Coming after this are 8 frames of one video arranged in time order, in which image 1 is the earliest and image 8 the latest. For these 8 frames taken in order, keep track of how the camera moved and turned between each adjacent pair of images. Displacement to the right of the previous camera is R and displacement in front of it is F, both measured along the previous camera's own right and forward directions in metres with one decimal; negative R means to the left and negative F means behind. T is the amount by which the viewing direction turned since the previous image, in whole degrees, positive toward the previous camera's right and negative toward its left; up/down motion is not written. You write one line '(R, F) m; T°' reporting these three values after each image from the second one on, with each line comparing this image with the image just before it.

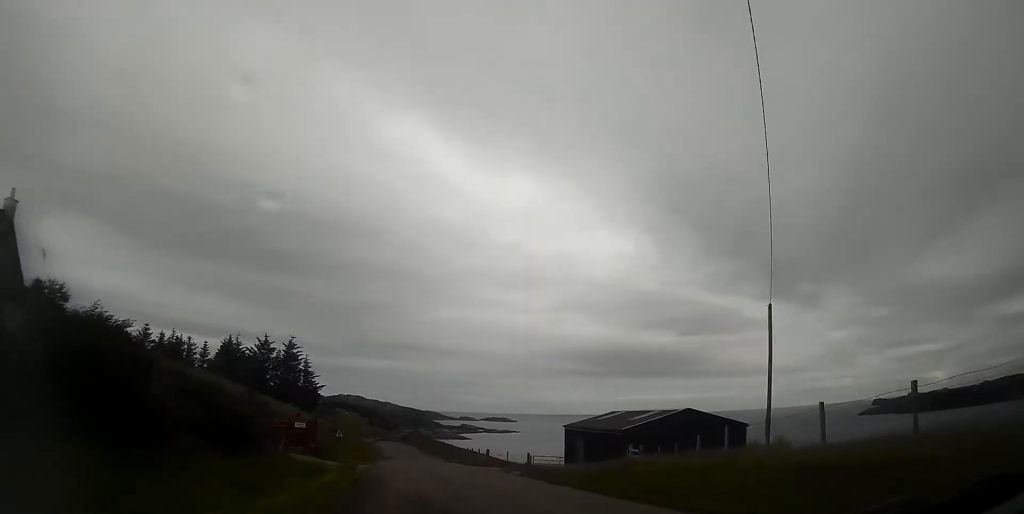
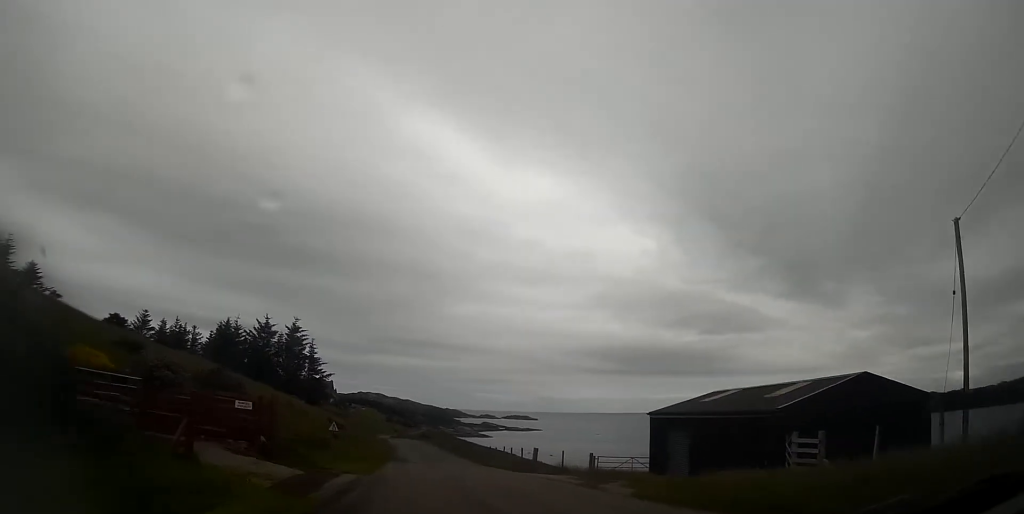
(-0.2, +11.3) m; -1°
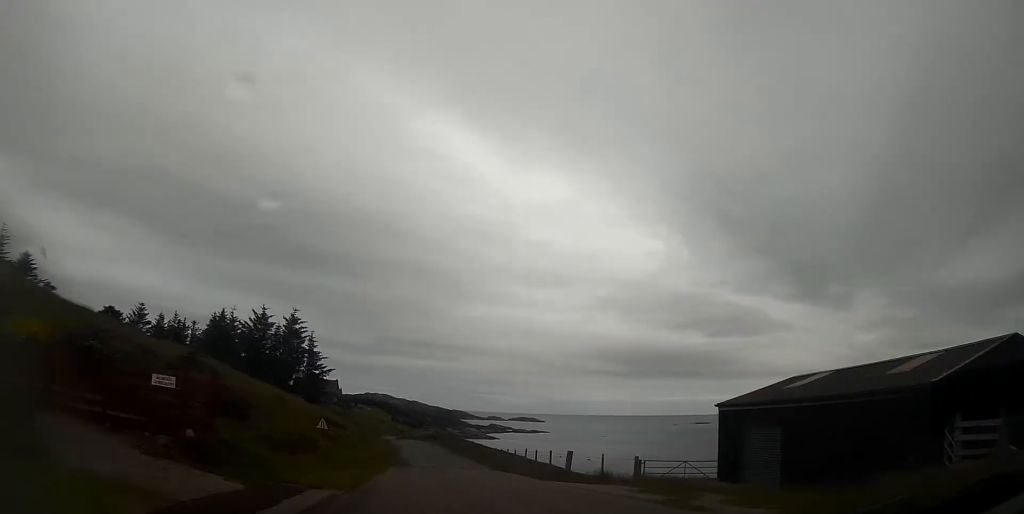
(0.0, +5.8) m; -1°
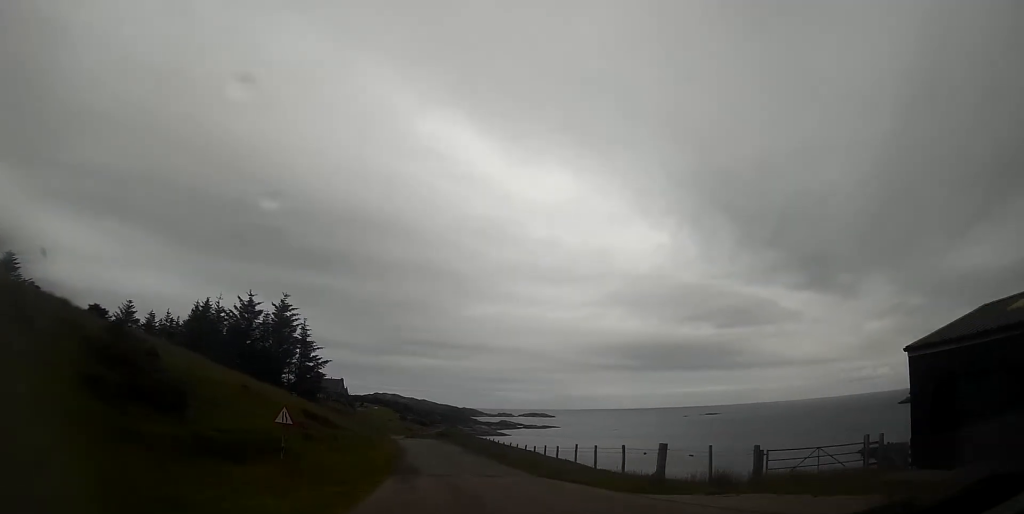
(-0.1, +9.0) m; -1°
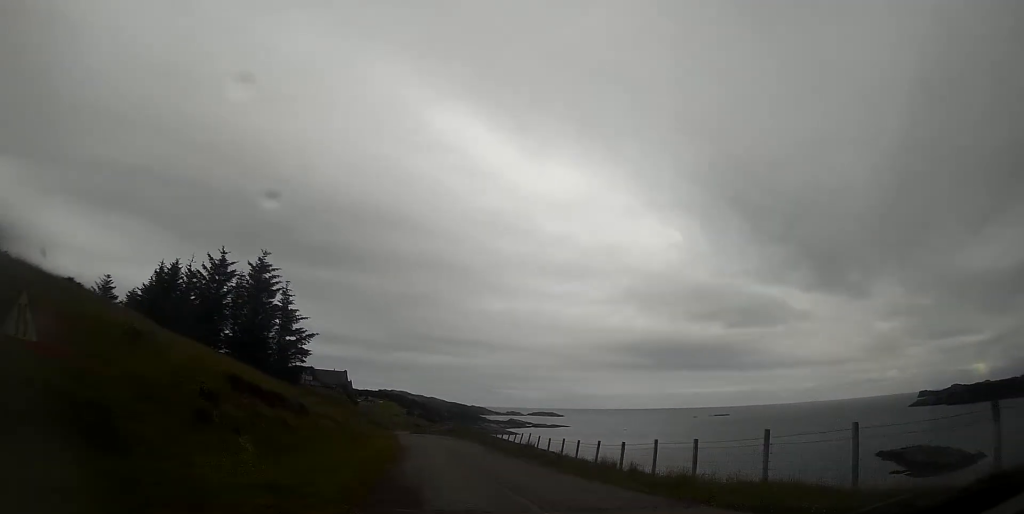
(-0.1, +13.2) m; -1°
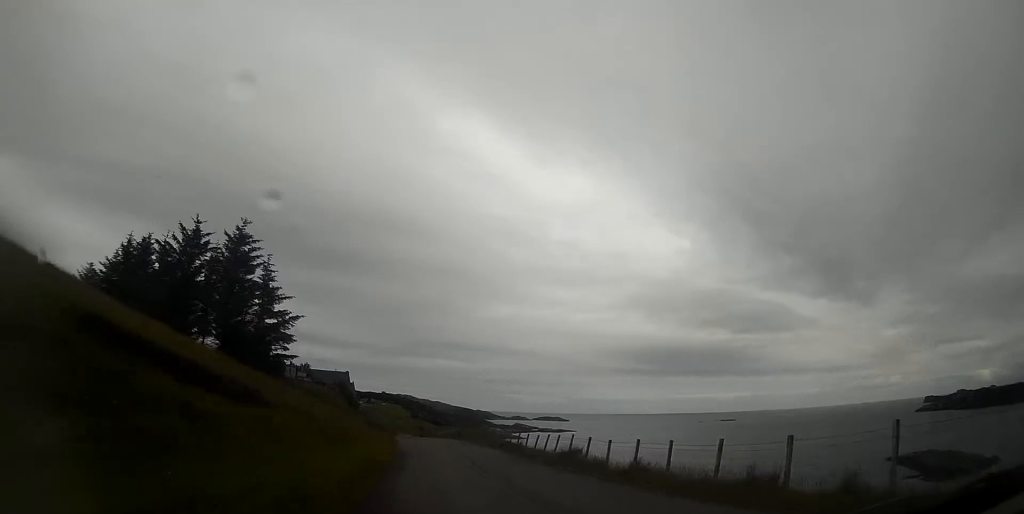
(0.0, +8.6) m; 0°
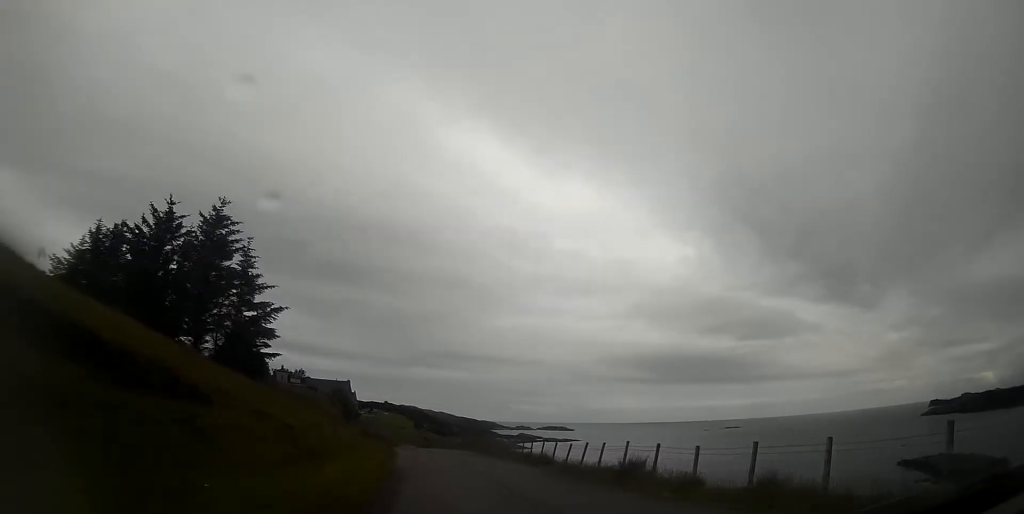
(0.0, +6.3) m; 0°
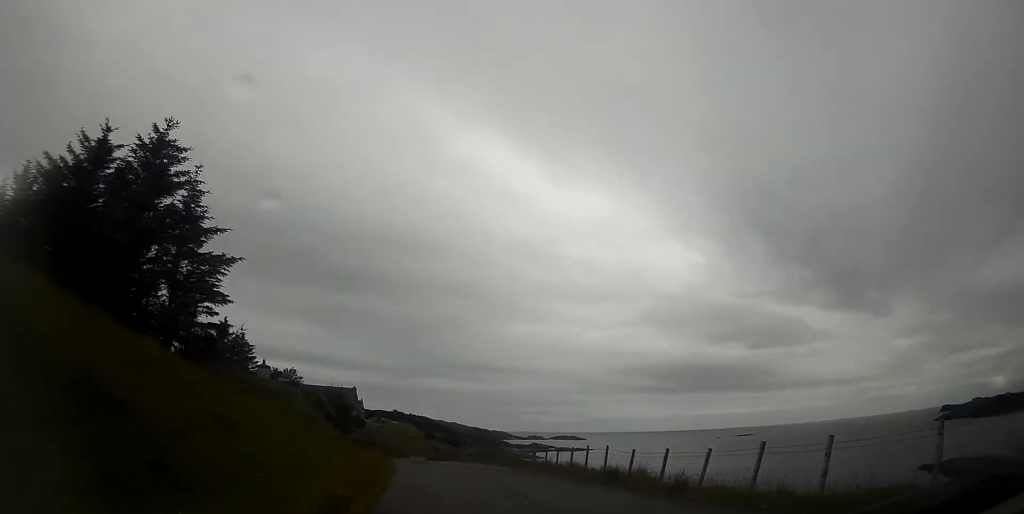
(-0.1, +12.0) m; -1°
